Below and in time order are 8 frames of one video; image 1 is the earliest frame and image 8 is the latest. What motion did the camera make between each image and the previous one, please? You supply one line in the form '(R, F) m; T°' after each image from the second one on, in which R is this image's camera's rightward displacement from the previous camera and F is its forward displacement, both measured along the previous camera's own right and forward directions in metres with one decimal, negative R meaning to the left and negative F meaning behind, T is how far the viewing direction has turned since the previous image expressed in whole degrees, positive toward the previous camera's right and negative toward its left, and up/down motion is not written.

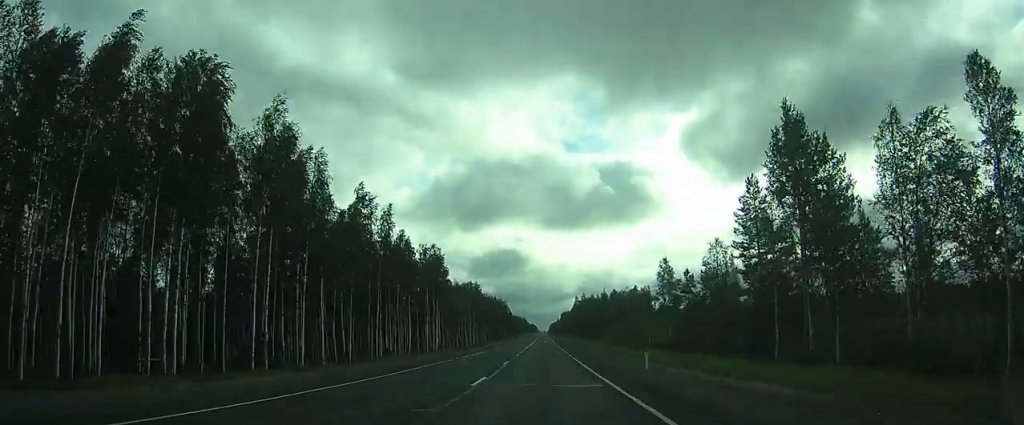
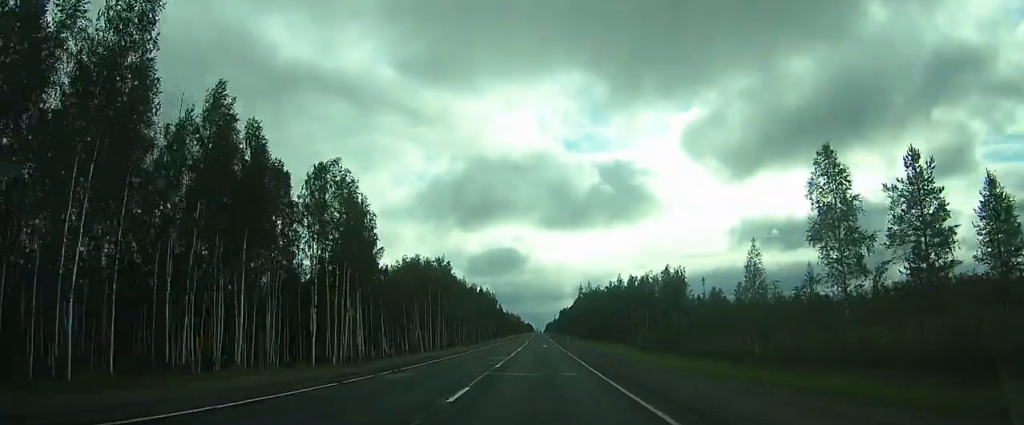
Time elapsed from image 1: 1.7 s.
(0.0, +37.6) m; -1°
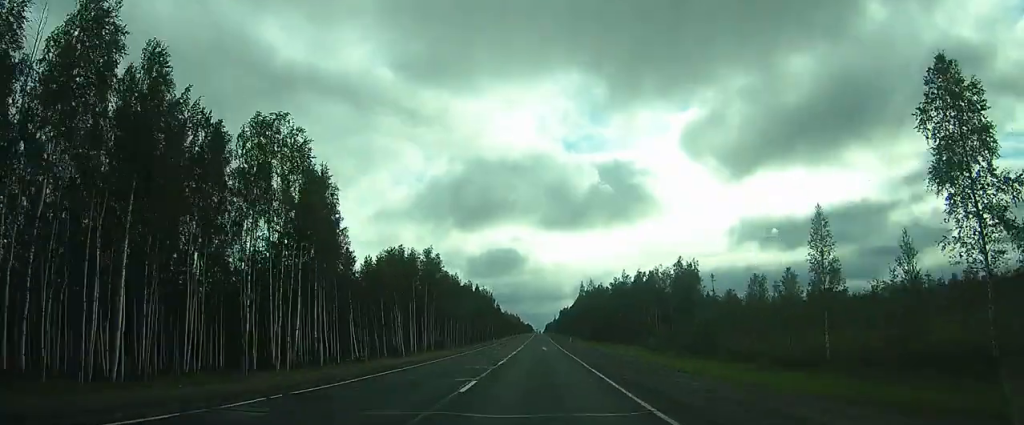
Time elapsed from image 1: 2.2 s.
(-0.1, +9.4) m; 0°
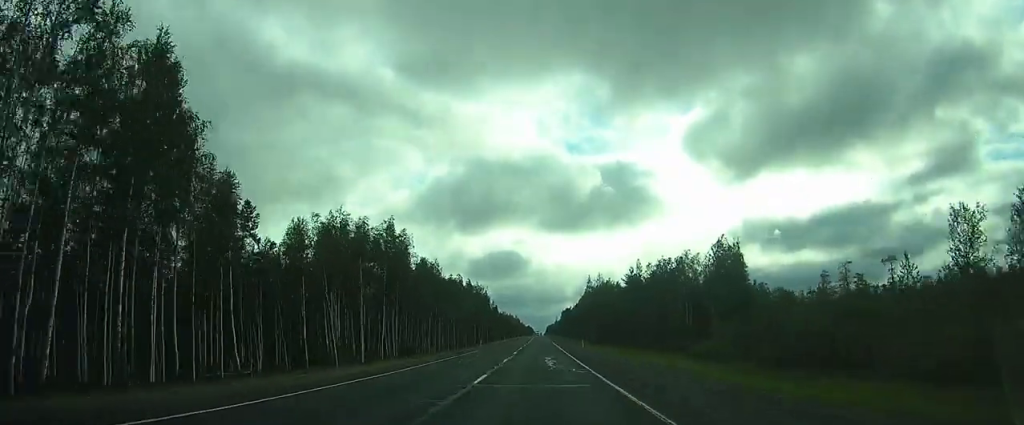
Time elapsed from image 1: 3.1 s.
(-0.1, +20.2) m; 0°
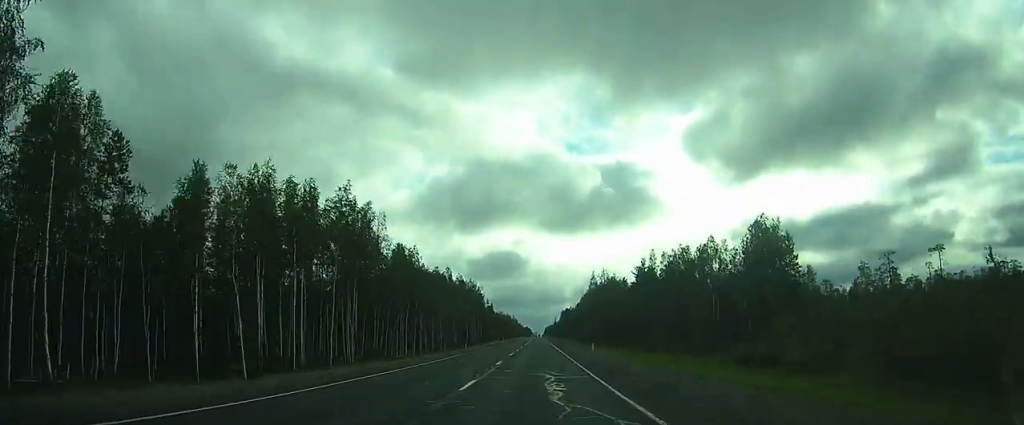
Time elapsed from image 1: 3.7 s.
(0.0, +13.0) m; 0°
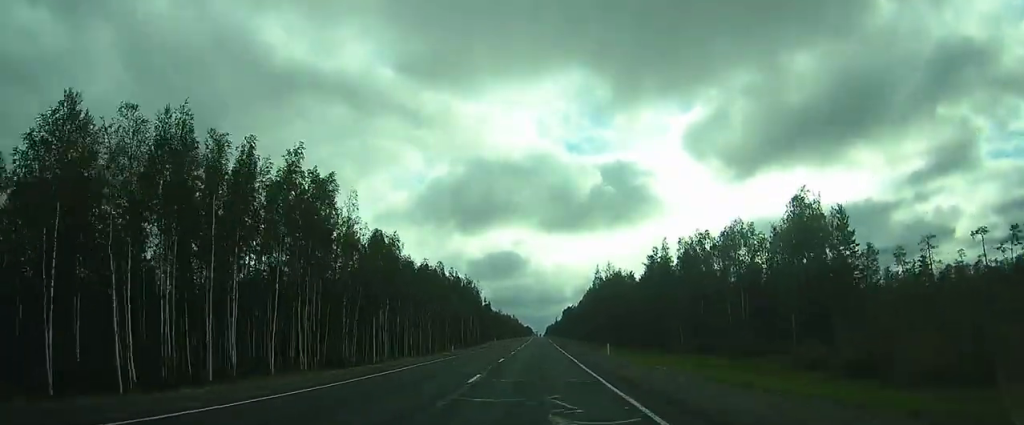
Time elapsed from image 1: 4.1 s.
(0.0, +9.4) m; 0°
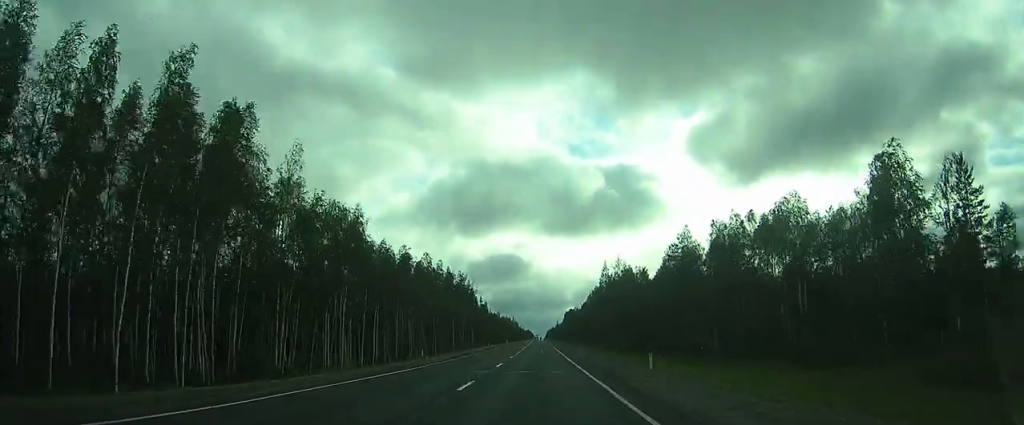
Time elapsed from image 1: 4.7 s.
(0.0, +13.0) m; 0°
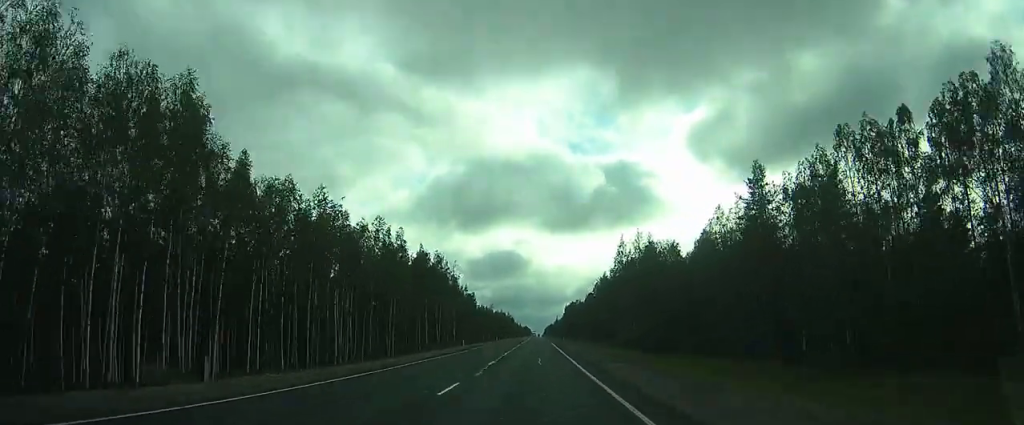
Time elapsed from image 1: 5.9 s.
(0.0, +24.6) m; 0°
